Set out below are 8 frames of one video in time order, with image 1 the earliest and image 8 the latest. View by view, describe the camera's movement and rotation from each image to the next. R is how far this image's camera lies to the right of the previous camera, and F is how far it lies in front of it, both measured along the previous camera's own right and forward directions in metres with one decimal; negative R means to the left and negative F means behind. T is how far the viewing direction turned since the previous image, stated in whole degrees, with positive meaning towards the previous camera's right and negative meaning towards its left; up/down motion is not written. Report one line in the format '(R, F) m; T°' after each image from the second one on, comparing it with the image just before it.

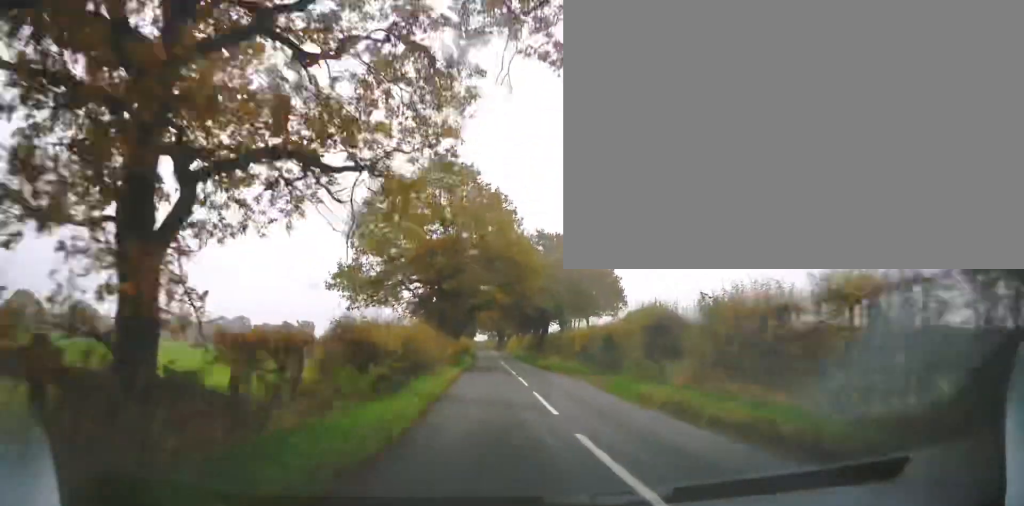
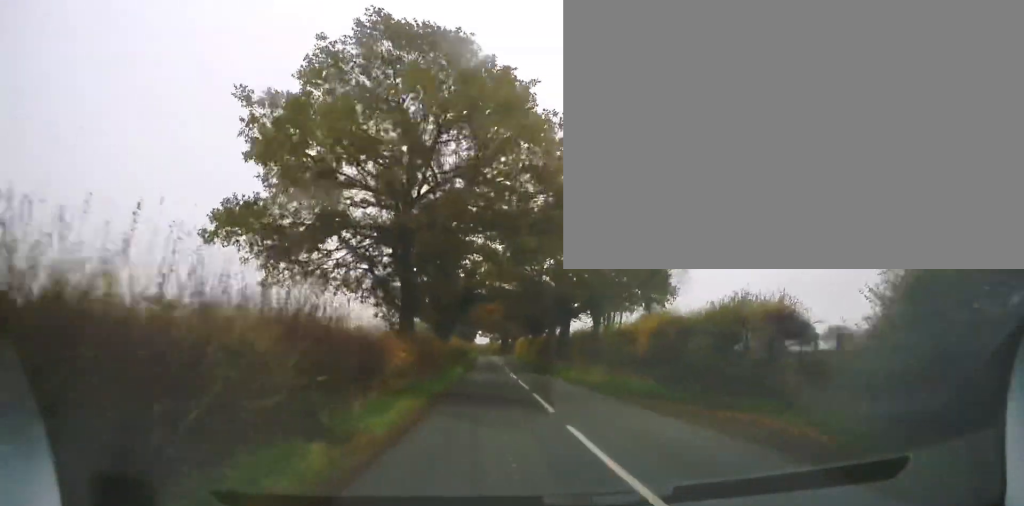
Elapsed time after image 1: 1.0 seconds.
(+0.5, +16.1) m; -2°
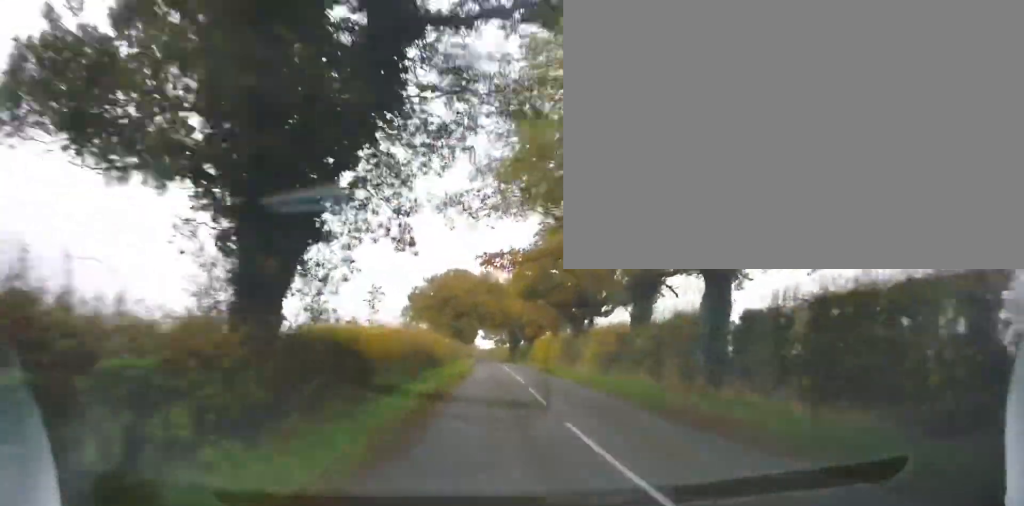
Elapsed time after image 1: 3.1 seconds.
(-1.1, +34.1) m; 0°
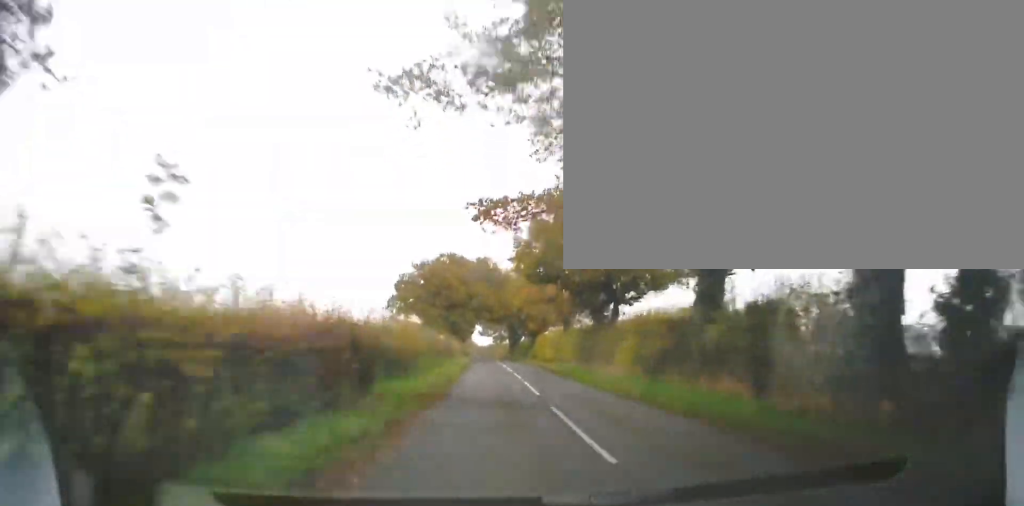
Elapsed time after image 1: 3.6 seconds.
(0.0, +8.5) m; 0°
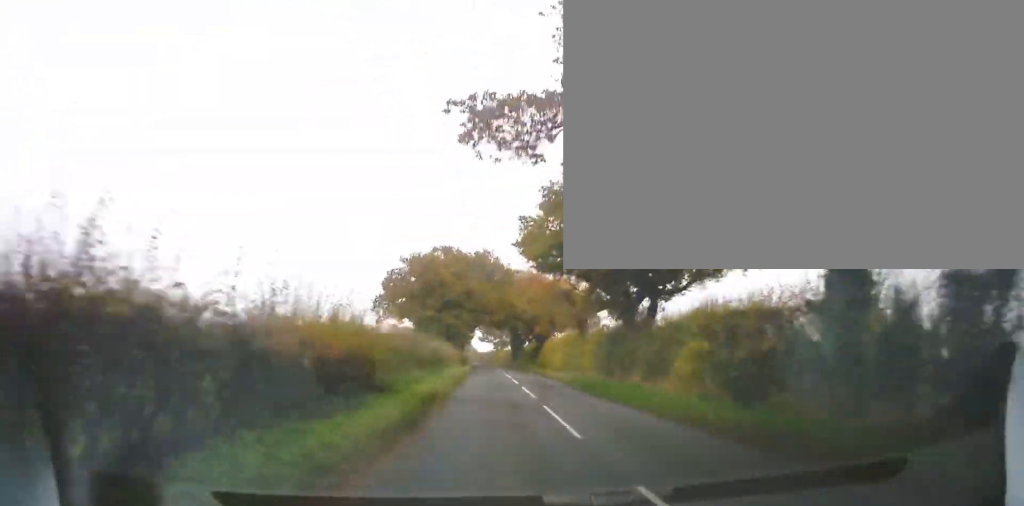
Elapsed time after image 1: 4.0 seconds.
(0.0, +7.3) m; 0°
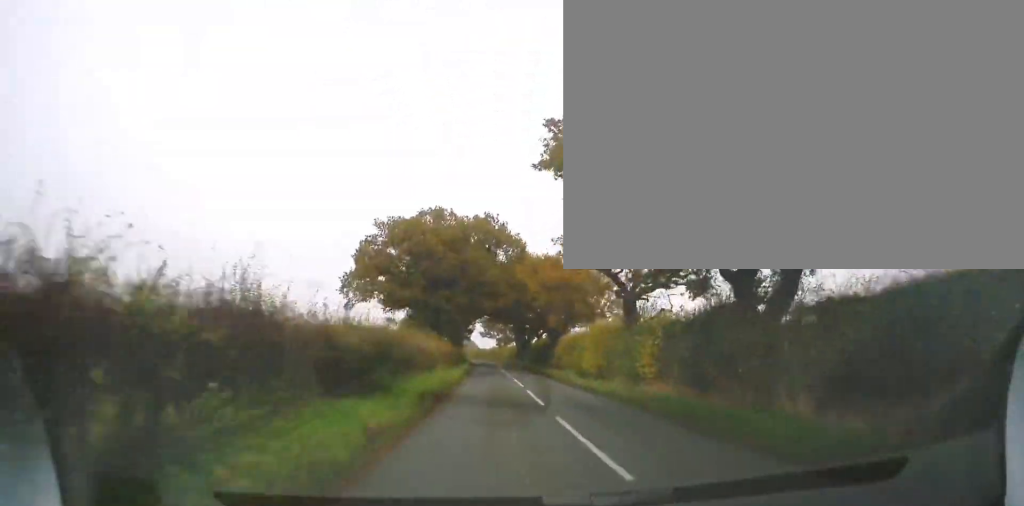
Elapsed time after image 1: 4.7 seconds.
(0.0, +12.0) m; -1°
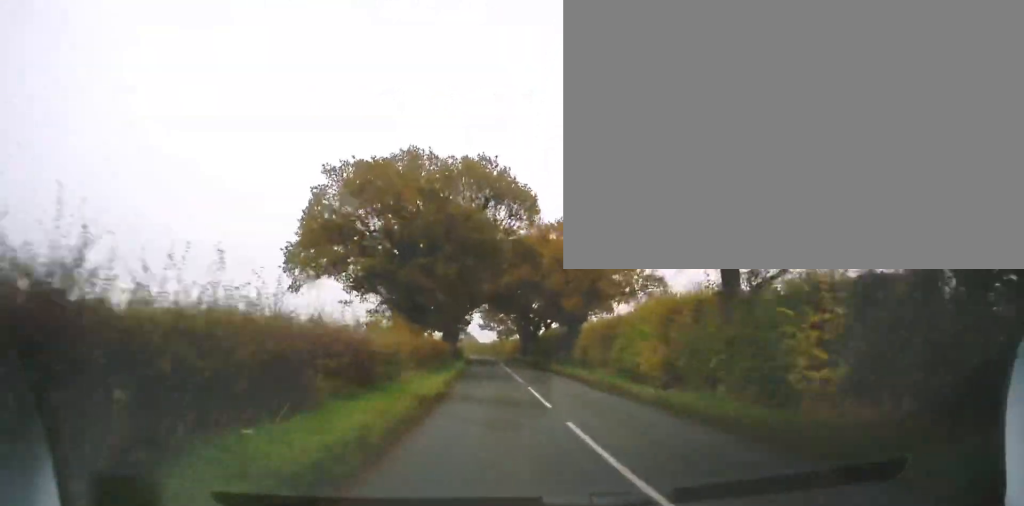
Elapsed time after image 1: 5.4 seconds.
(-0.1, +10.9) m; 0°
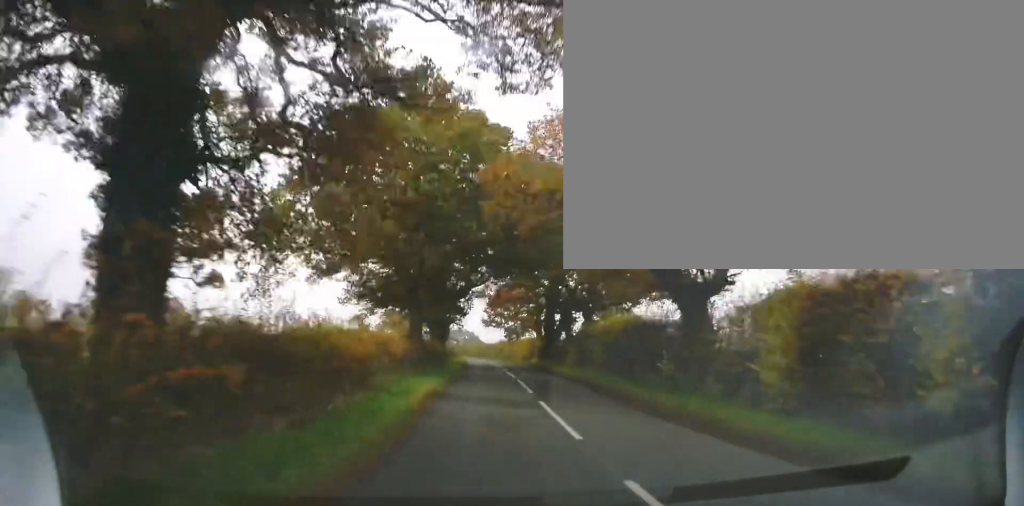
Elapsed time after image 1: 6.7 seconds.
(-0.1, +22.9) m; +1°
